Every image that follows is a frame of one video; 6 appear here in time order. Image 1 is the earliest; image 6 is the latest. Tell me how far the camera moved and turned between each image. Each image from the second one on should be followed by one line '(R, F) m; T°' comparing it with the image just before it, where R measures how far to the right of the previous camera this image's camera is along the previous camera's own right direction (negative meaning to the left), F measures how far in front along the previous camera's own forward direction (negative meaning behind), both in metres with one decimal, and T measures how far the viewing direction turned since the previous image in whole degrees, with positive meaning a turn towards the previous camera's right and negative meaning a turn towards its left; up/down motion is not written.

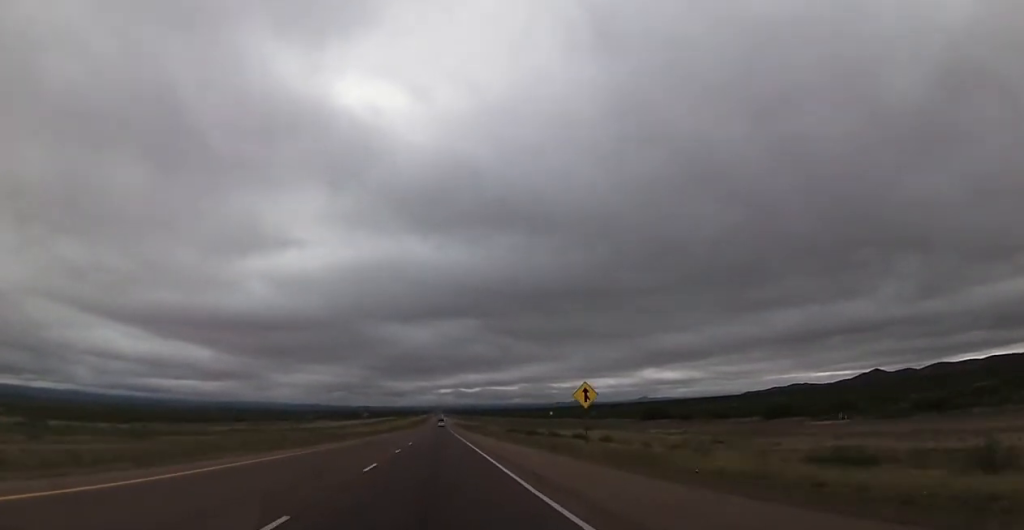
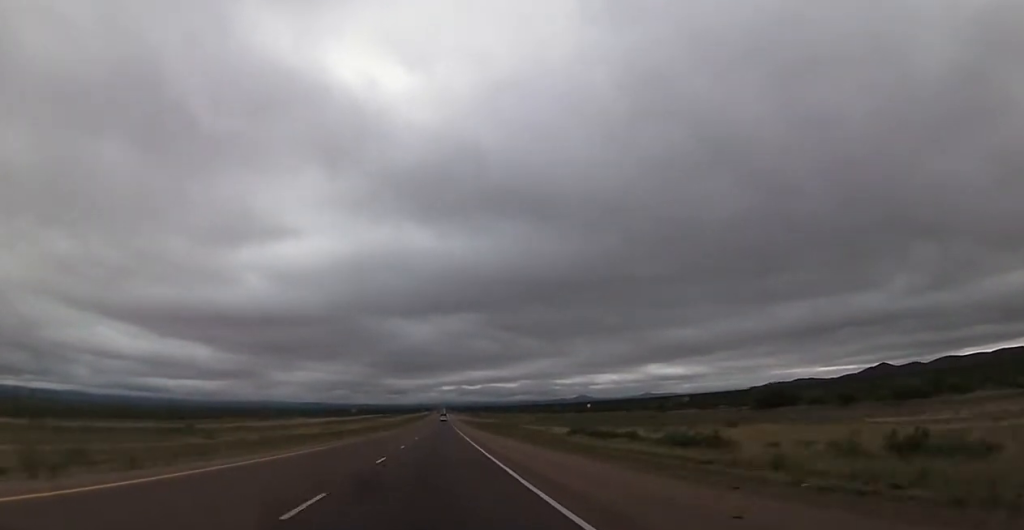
(-0.1, +70.3) m; 0°
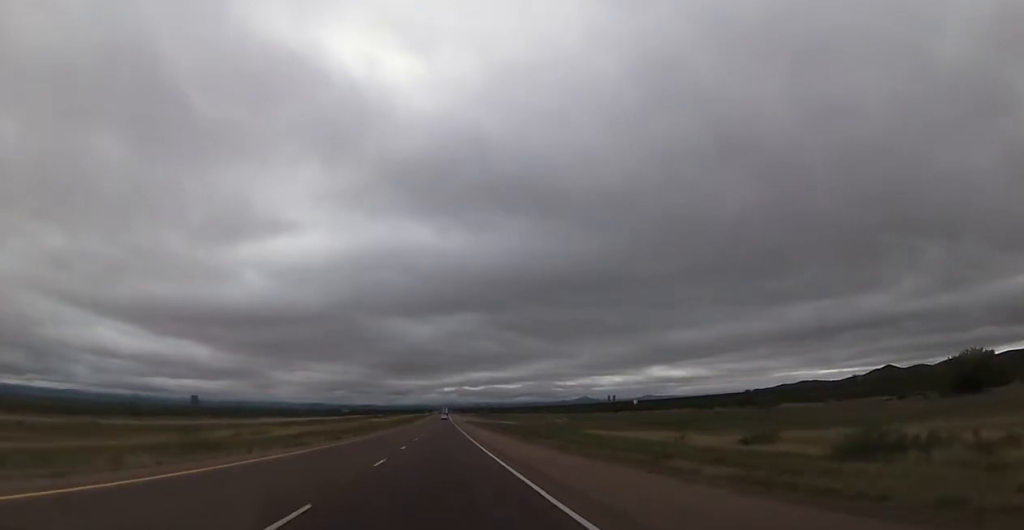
(-0.1, +50.5) m; 0°
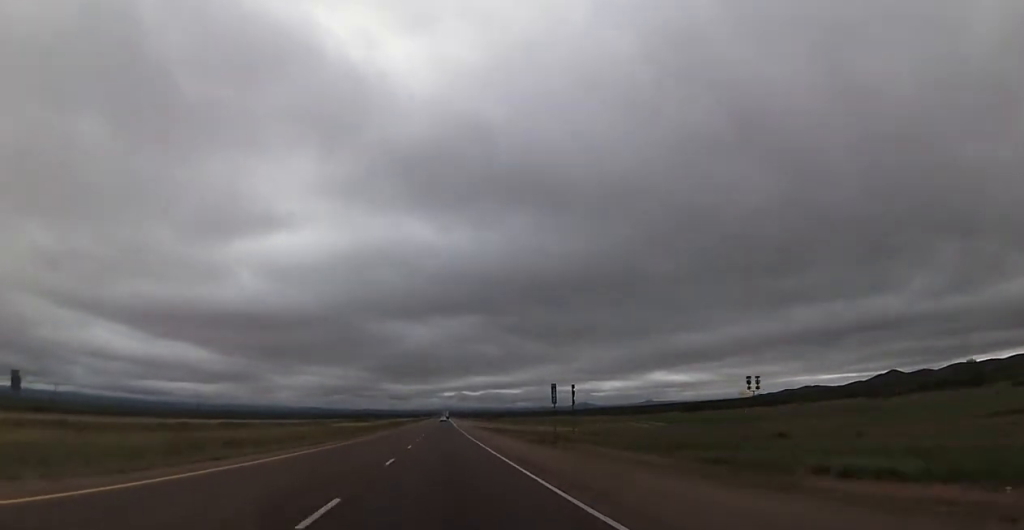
(0.0, +59.9) m; 0°
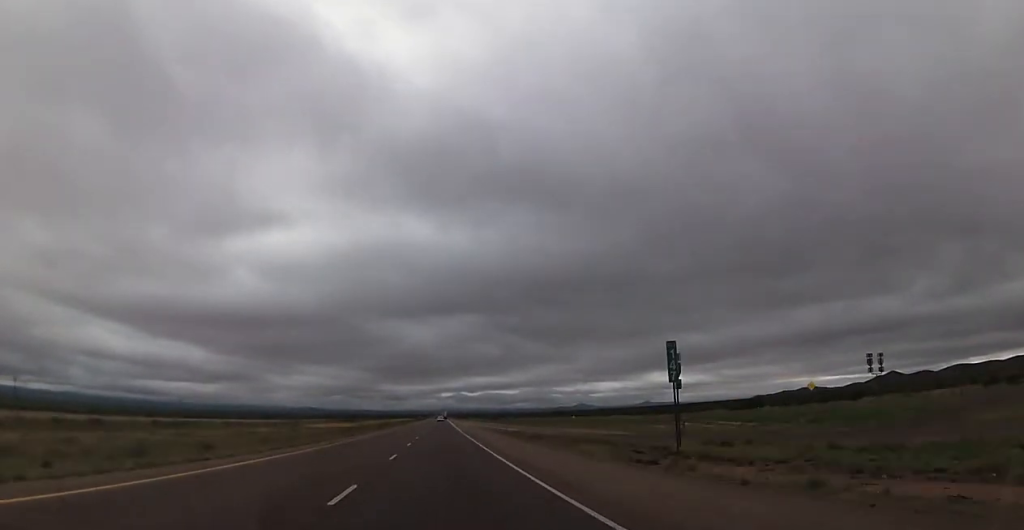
(0.0, +22.0) m; 0°
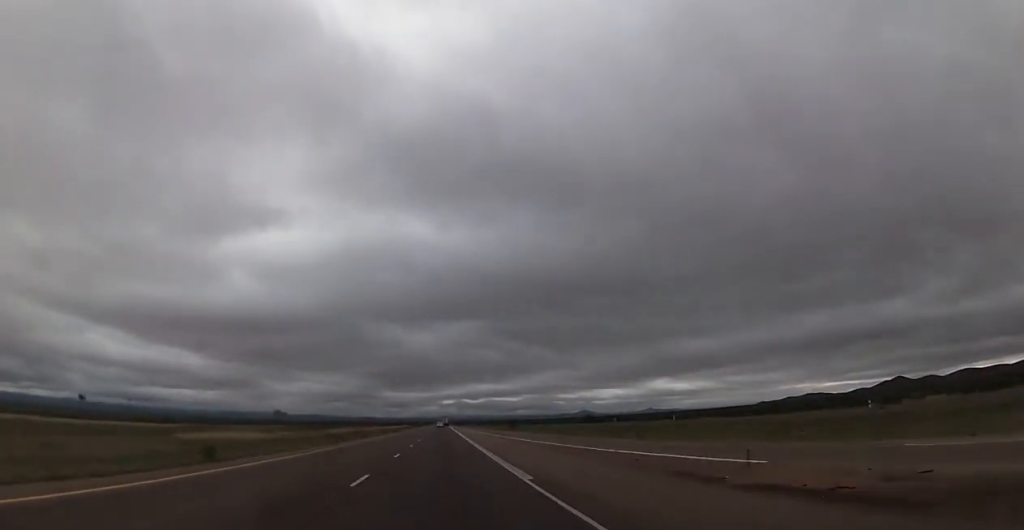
(-0.4, +57.4) m; -1°
